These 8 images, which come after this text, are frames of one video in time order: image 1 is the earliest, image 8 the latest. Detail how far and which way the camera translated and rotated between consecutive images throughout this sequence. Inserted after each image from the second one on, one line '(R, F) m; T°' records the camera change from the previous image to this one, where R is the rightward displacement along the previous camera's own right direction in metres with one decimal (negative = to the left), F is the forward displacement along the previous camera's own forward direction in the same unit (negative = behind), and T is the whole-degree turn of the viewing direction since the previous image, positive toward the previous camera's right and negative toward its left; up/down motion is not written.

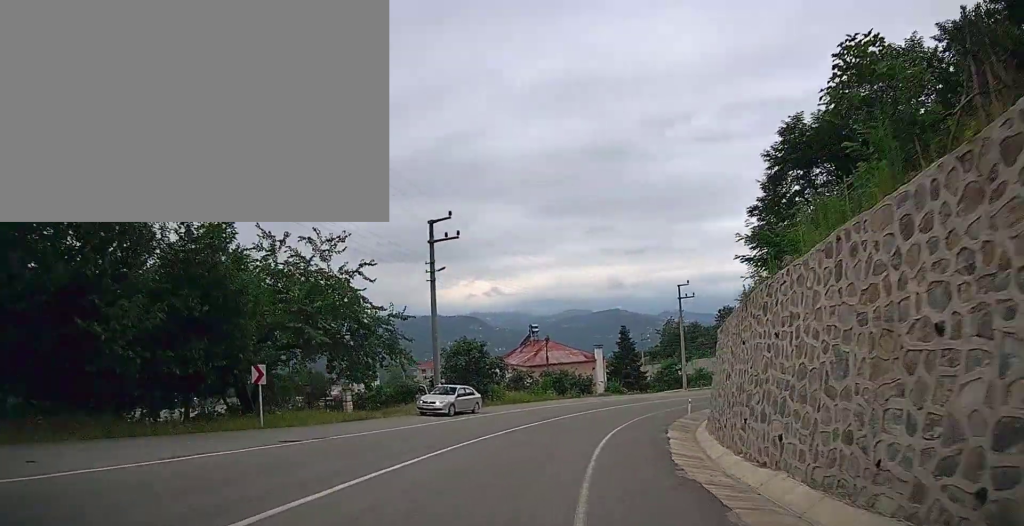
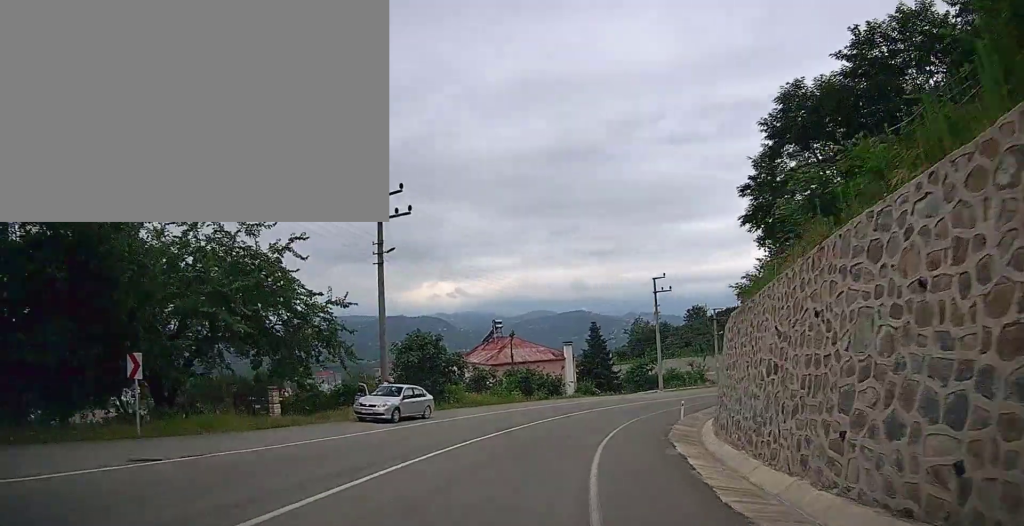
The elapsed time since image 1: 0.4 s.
(+0.1, +4.7) m; +4°
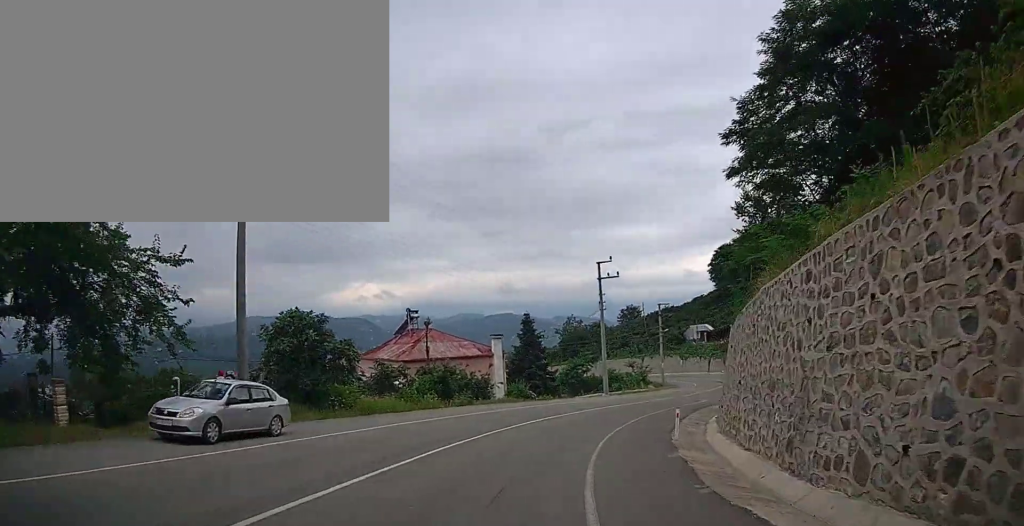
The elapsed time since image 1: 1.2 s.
(+0.7, +9.1) m; +8°
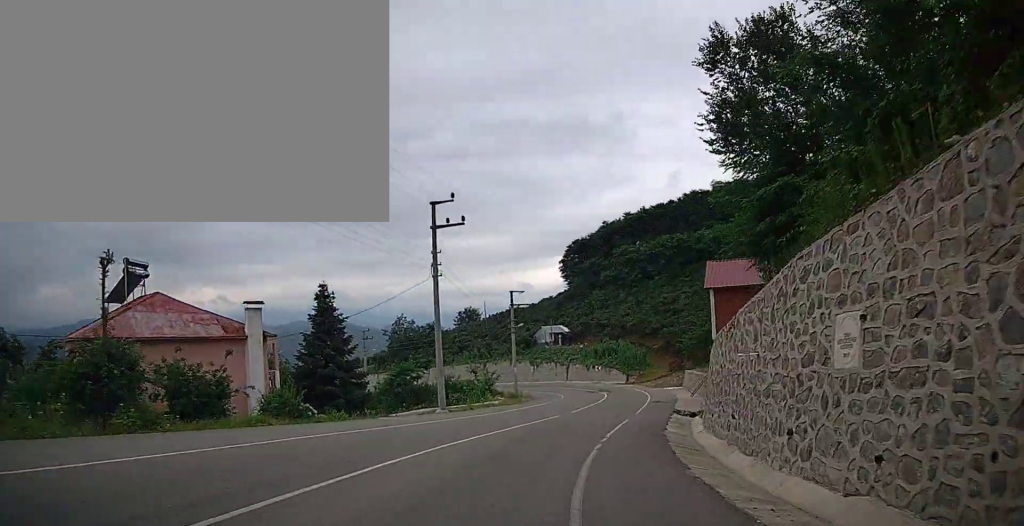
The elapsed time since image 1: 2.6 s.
(+2.0, +17.2) m; +14°
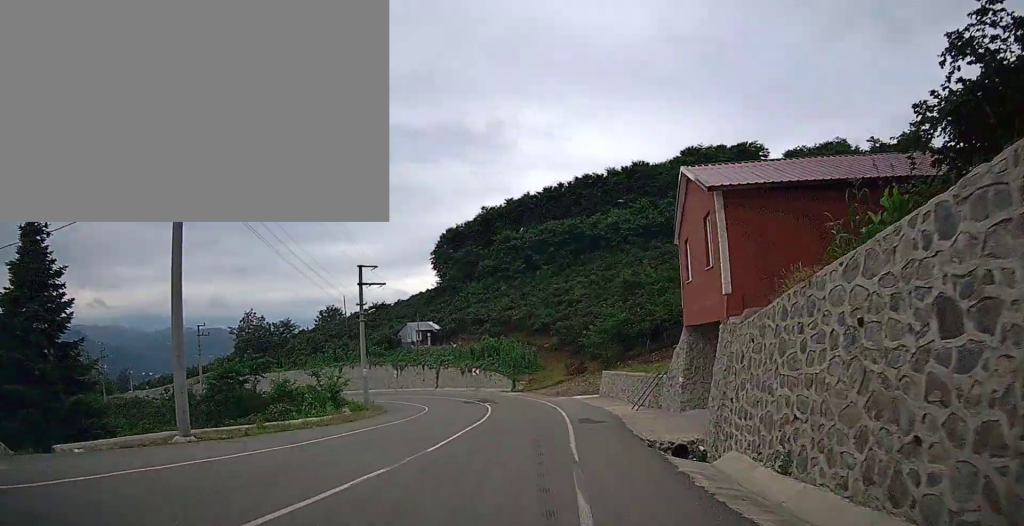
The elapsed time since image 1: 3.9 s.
(+1.8, +15.6) m; +12°
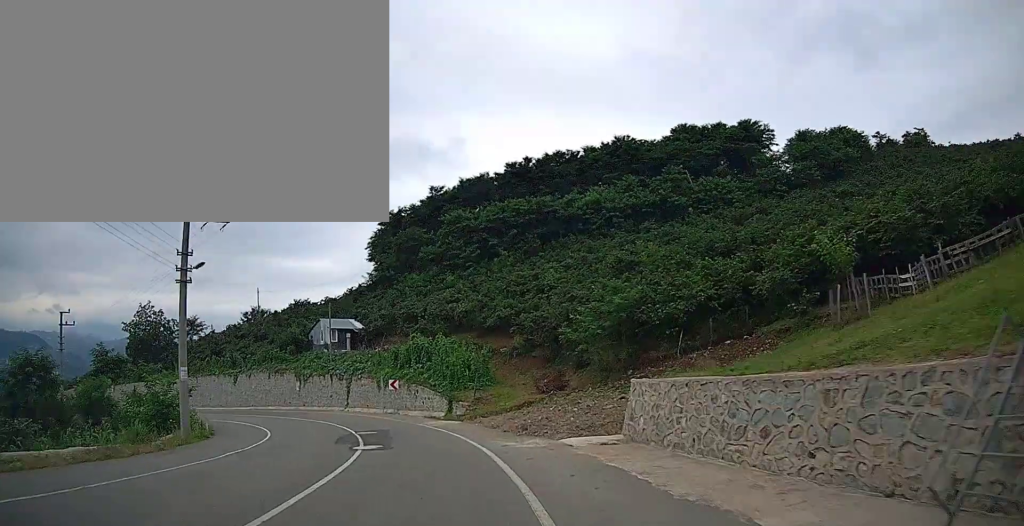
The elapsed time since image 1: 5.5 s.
(+2.6, +19.9) m; +10°
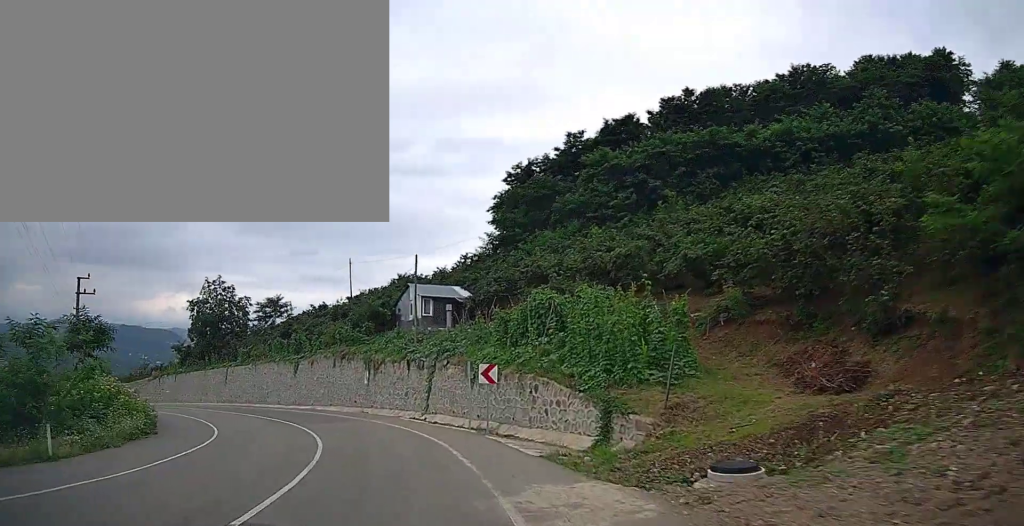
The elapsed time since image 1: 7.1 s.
(-1.4, +18.7) m; -13°
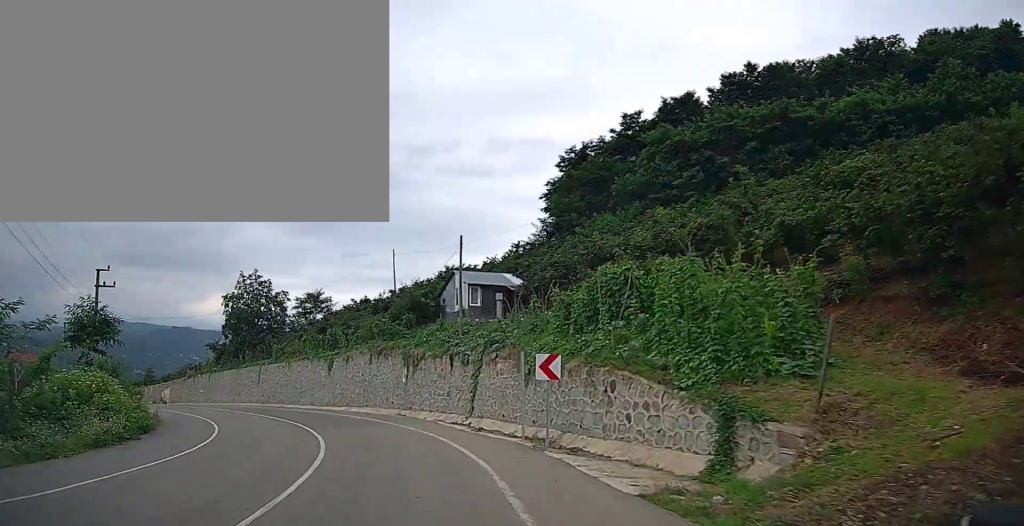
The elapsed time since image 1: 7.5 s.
(+0.1, +4.6) m; -6°
